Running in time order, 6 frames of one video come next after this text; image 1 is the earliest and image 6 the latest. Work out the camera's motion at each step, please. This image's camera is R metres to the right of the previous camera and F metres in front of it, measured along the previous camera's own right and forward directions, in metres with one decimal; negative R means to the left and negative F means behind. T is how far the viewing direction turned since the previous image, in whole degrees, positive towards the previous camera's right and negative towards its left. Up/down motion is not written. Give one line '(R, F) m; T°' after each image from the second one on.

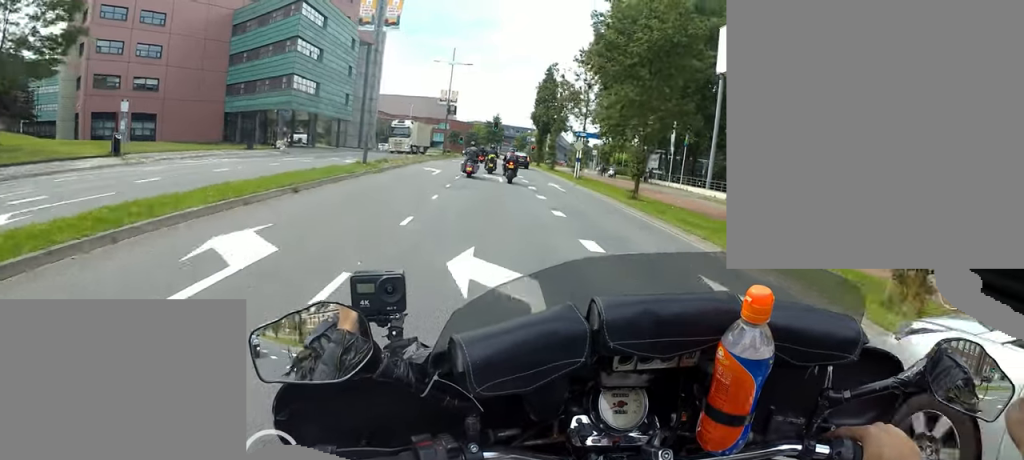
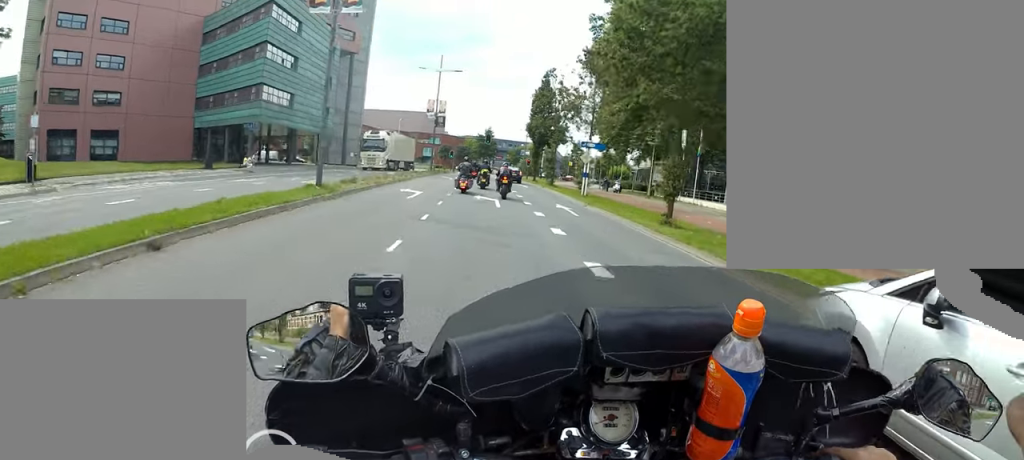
(0.0, +4.8) m; 0°
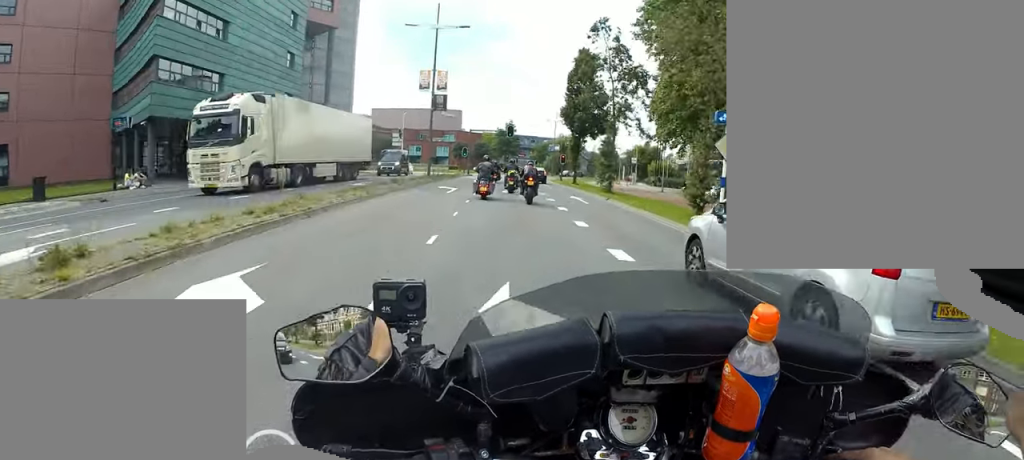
(0.0, +14.2) m; 0°
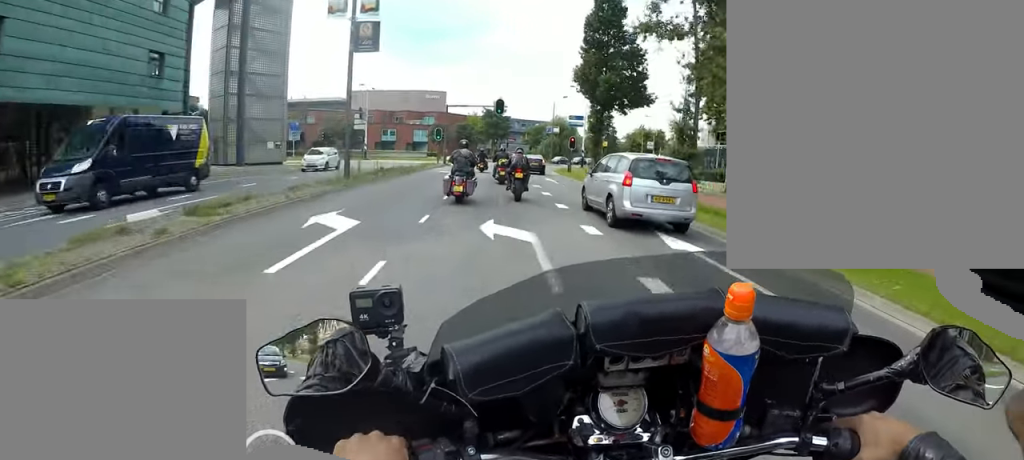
(0.0, +14.4) m; 0°
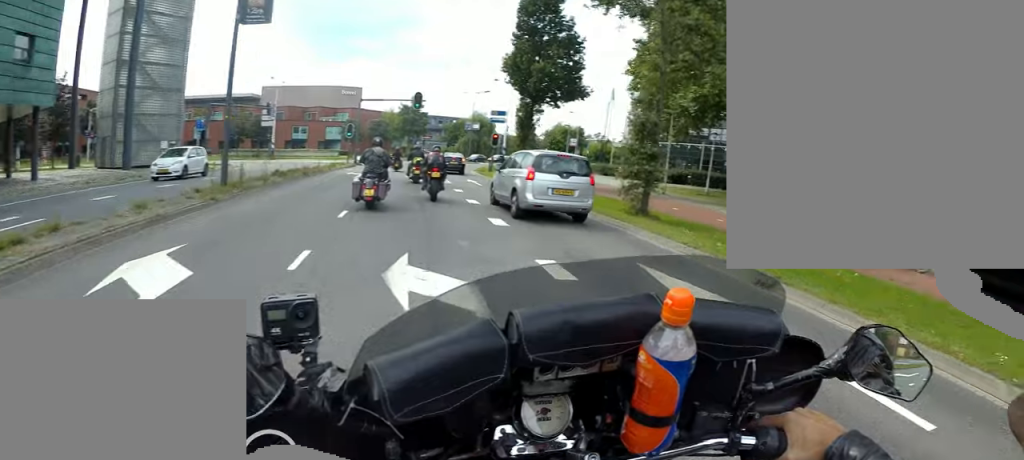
(0.0, +3.1) m; 0°
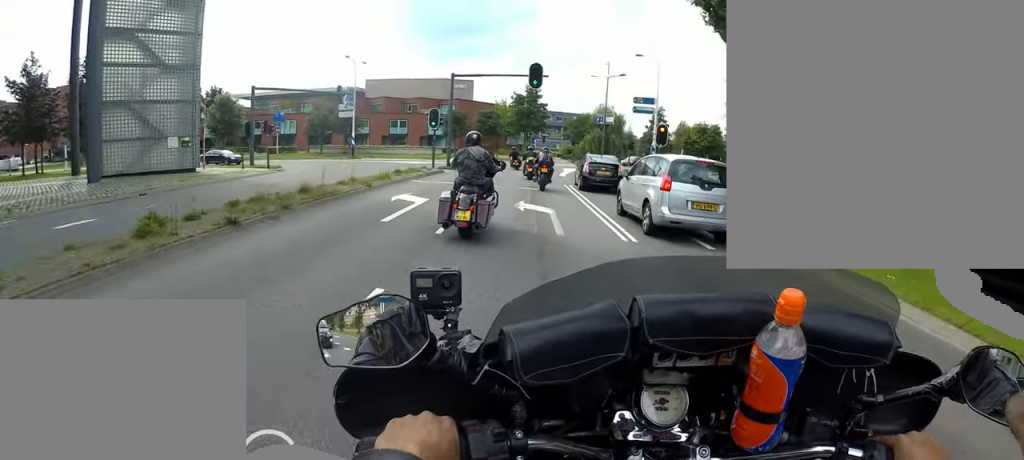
(0.0, +14.4) m; 0°
